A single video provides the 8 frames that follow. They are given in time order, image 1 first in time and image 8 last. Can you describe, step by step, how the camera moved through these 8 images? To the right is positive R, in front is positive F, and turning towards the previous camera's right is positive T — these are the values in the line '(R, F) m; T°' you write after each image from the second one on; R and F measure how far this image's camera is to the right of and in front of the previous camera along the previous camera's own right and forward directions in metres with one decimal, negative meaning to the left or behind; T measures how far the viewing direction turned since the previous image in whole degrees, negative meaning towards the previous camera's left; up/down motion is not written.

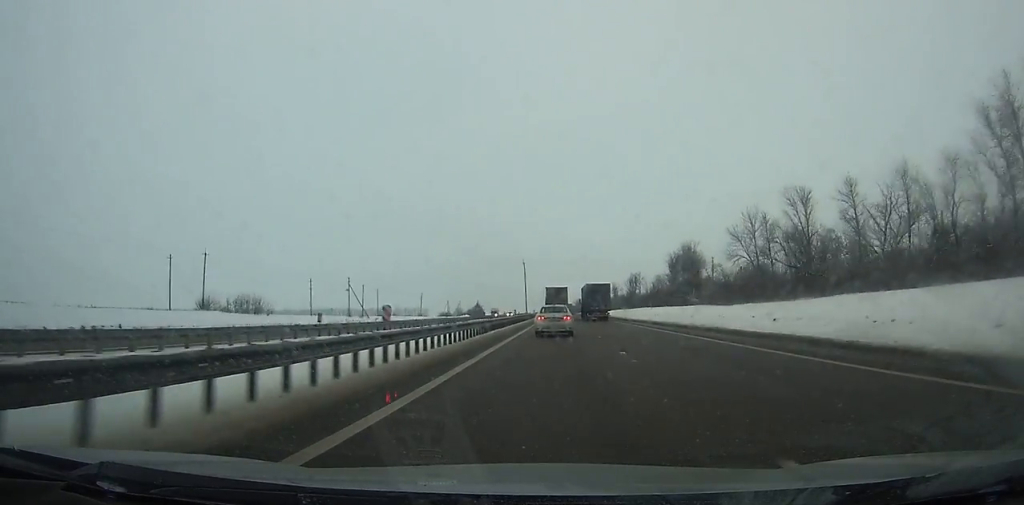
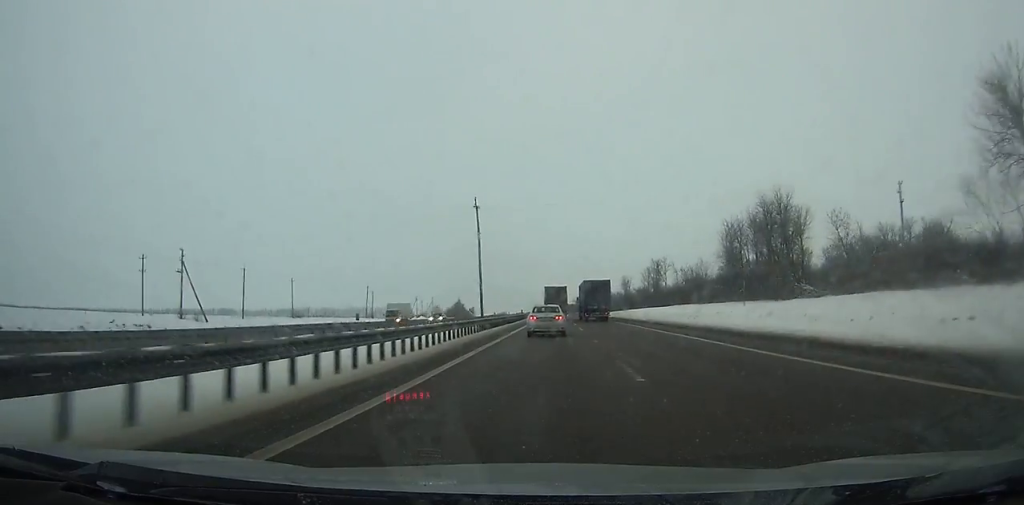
(0.0, +65.7) m; 0°
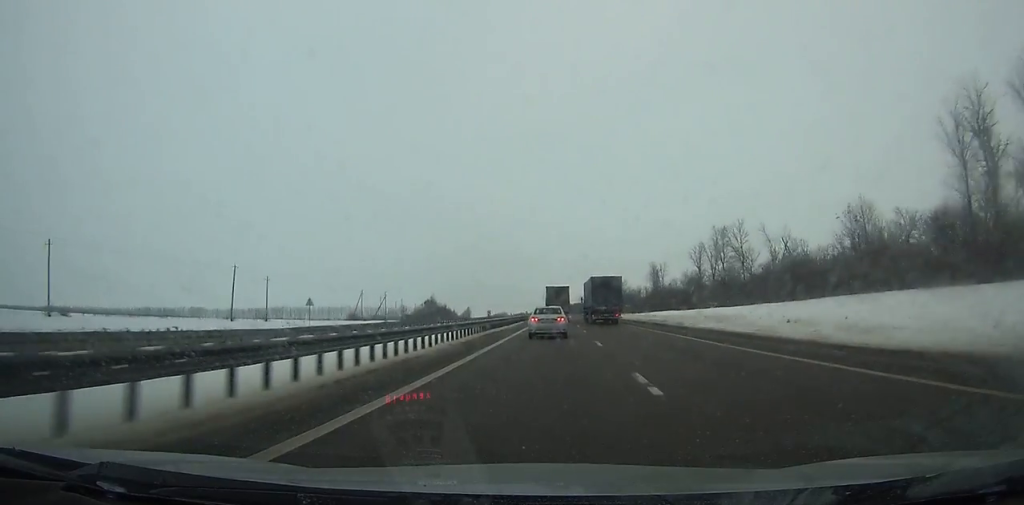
(-0.1, +74.7) m; 0°
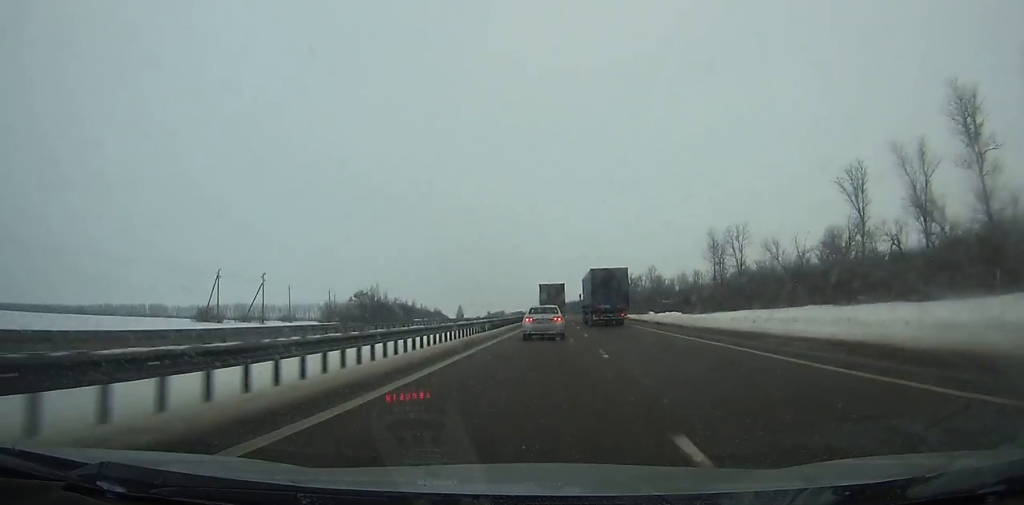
(-0.3, +78.2) m; -1°
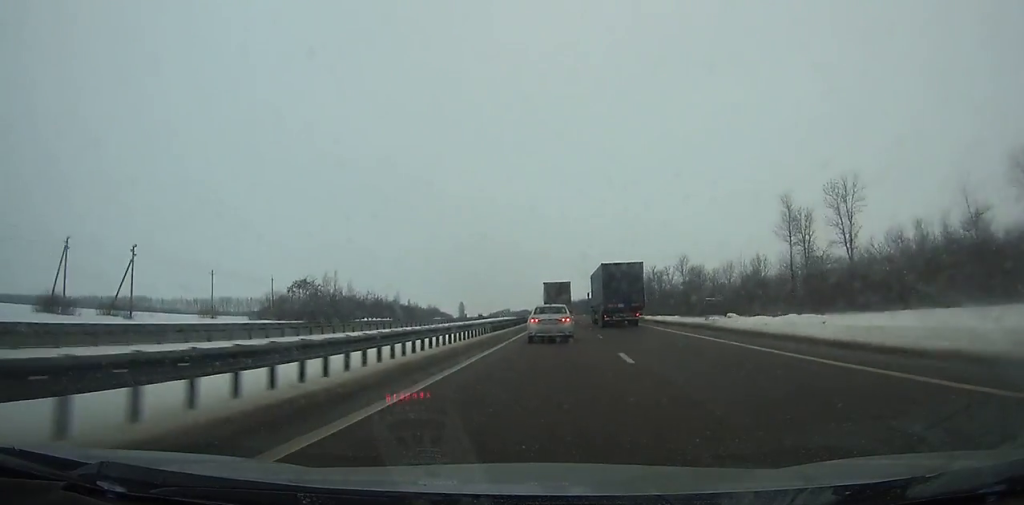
(-0.1, +36.6) m; 0°
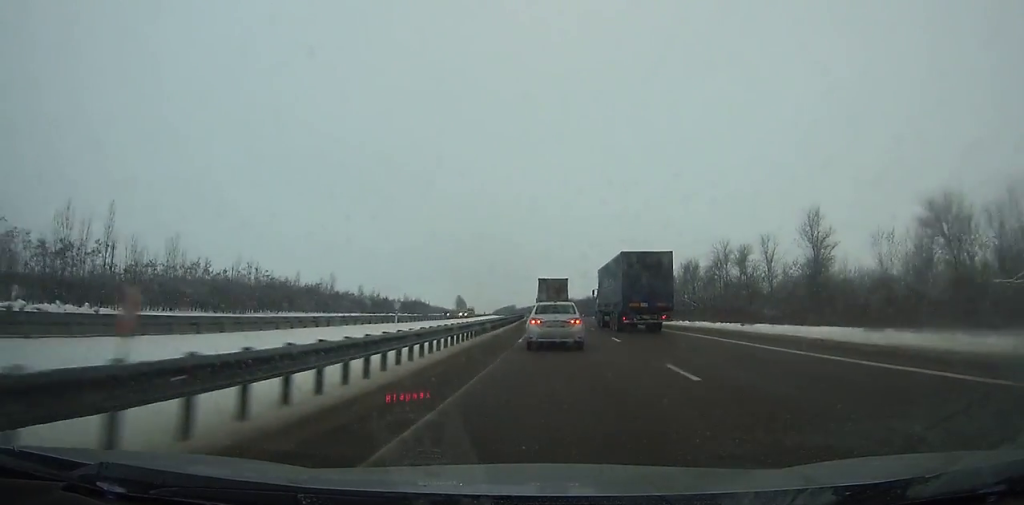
(-0.3, +75.7) m; -1°
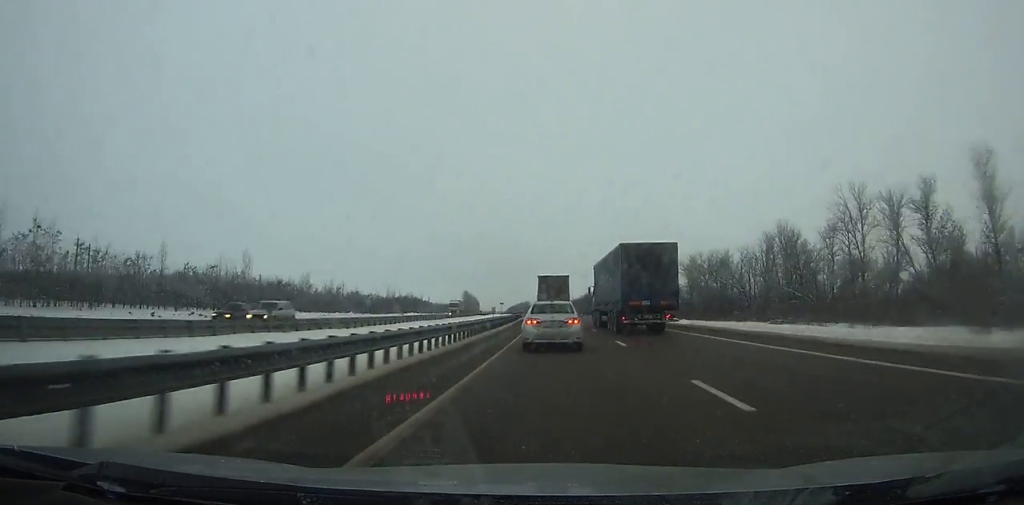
(-0.9, +52.1) m; -2°
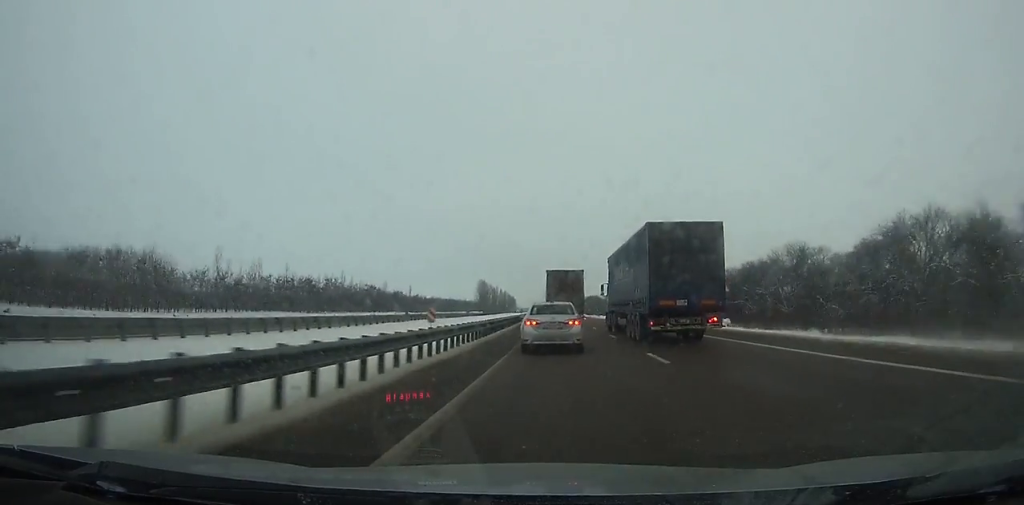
(-5.4, +137.5) m; -4°
